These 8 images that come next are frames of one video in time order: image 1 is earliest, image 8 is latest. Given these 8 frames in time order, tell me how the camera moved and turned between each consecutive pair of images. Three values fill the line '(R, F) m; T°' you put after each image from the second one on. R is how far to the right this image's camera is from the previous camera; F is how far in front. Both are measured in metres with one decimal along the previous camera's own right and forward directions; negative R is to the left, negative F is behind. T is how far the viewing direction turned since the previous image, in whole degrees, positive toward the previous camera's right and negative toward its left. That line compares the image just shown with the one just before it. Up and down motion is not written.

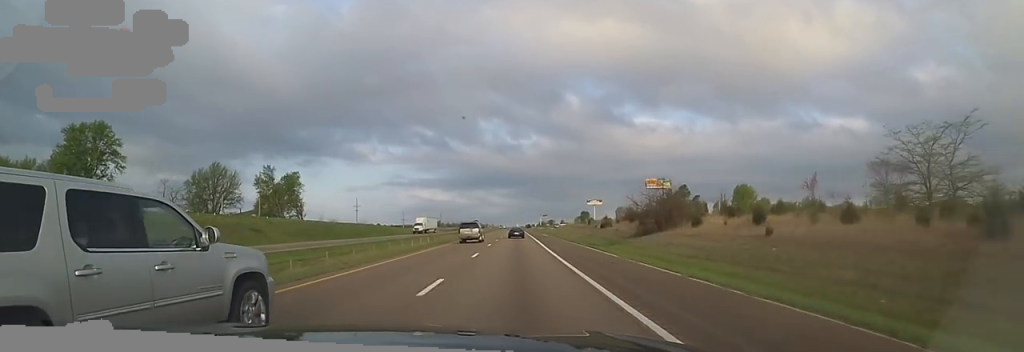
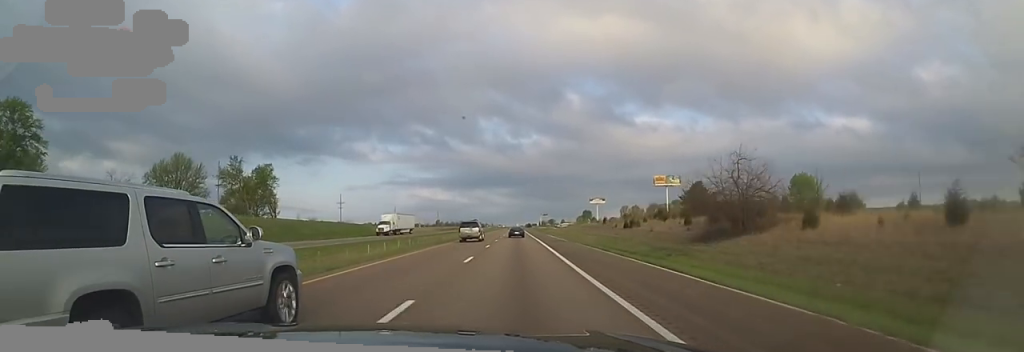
(-0.2, +16.8) m; 0°
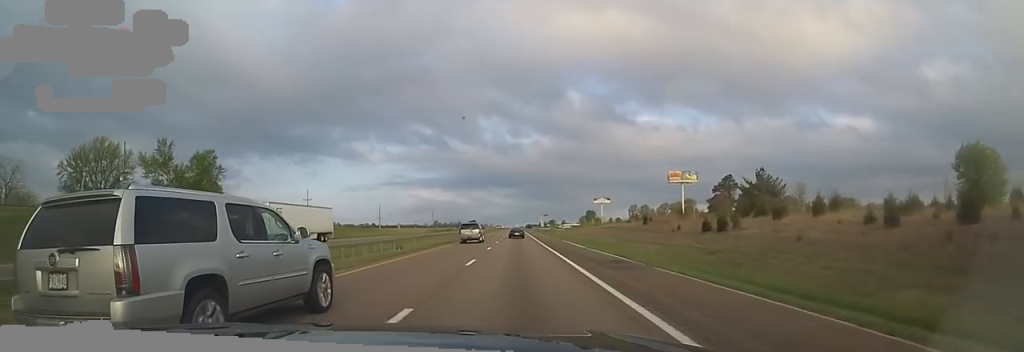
(-0.1, +24.9) m; +1°
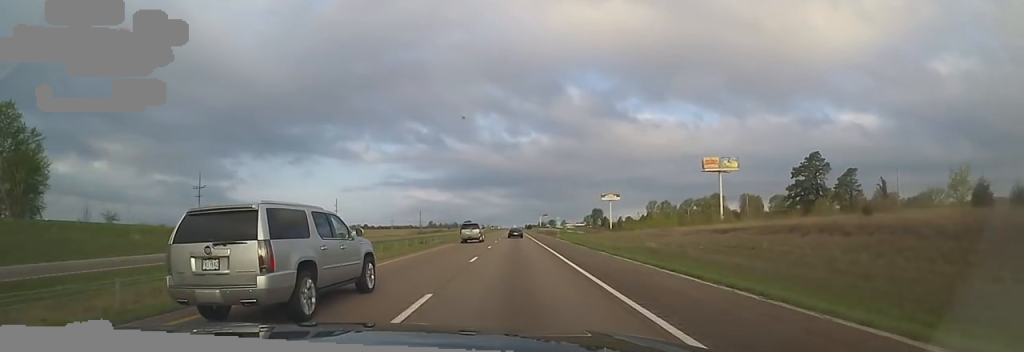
(+0.6, +47.2) m; -1°
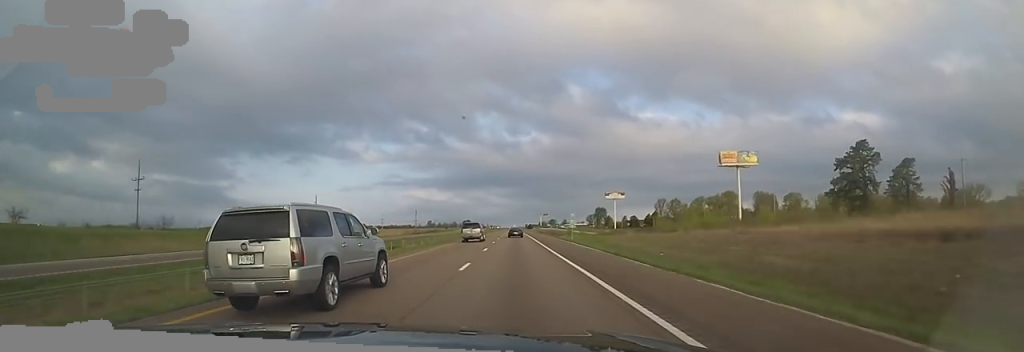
(-0.3, +16.1) m; -1°
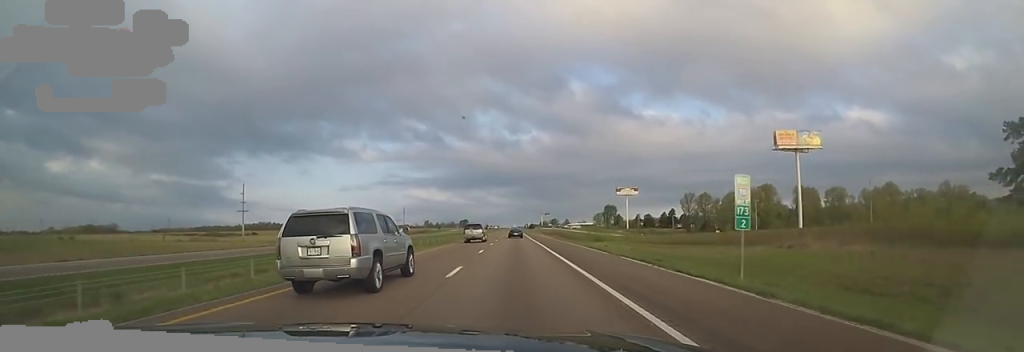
(-0.3, +38.5) m; +2°
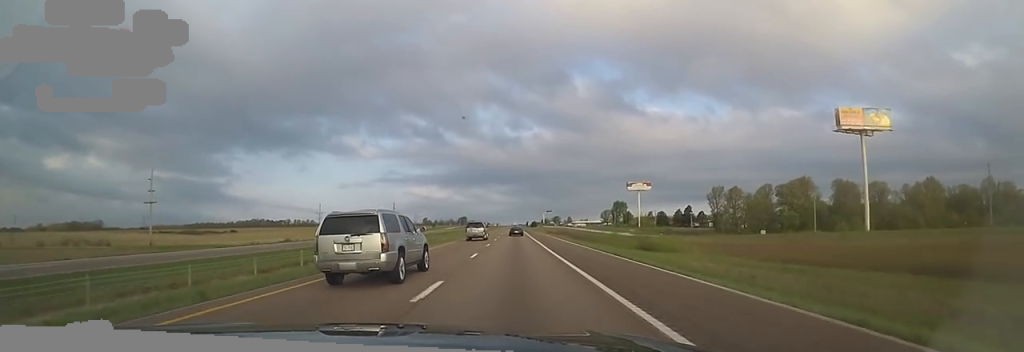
(+1.2, +28.0) m; 0°
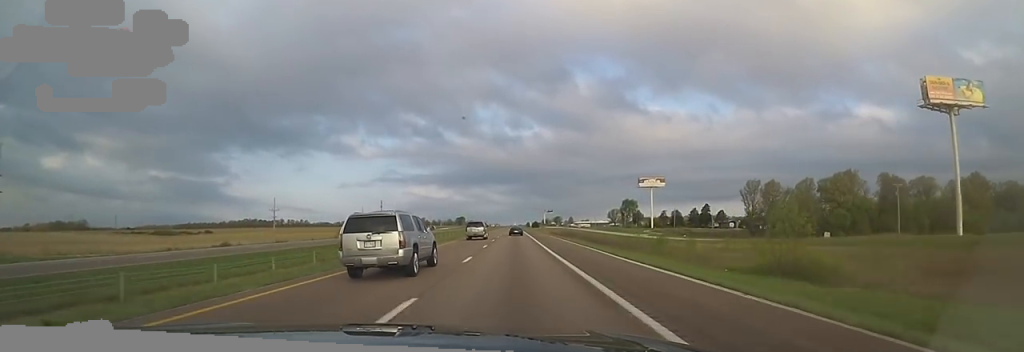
(-0.4, +26.9) m; -1°
